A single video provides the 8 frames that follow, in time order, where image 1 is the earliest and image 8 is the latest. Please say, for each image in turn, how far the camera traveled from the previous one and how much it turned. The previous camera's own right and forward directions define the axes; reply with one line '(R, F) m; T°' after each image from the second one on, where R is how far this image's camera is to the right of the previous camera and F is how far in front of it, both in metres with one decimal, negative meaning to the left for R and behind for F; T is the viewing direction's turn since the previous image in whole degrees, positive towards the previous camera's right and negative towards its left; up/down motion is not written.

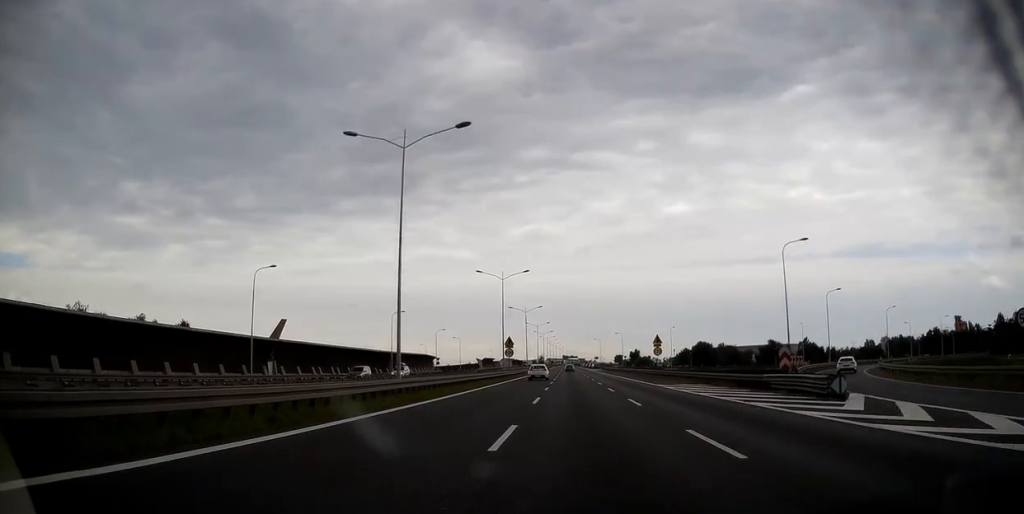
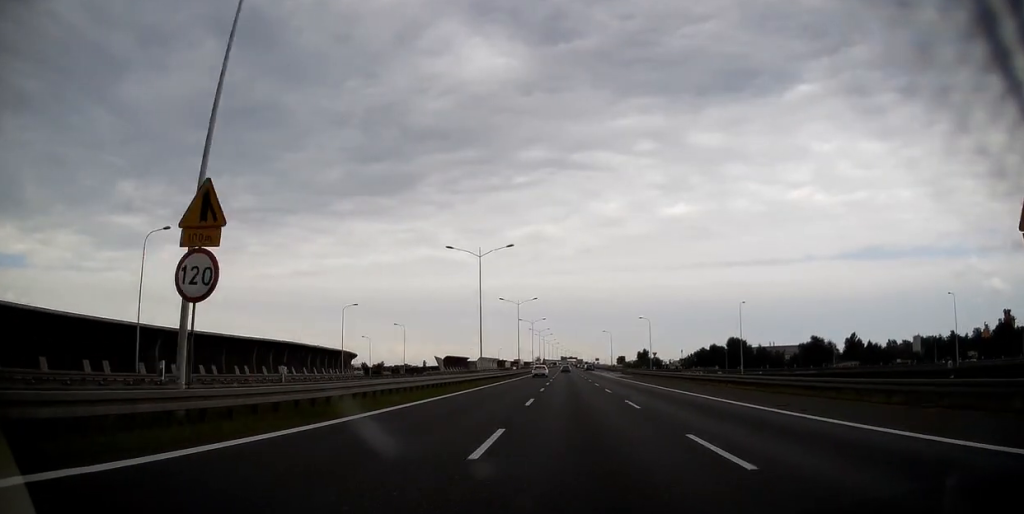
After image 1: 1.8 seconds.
(0.0, +61.1) m; 0°
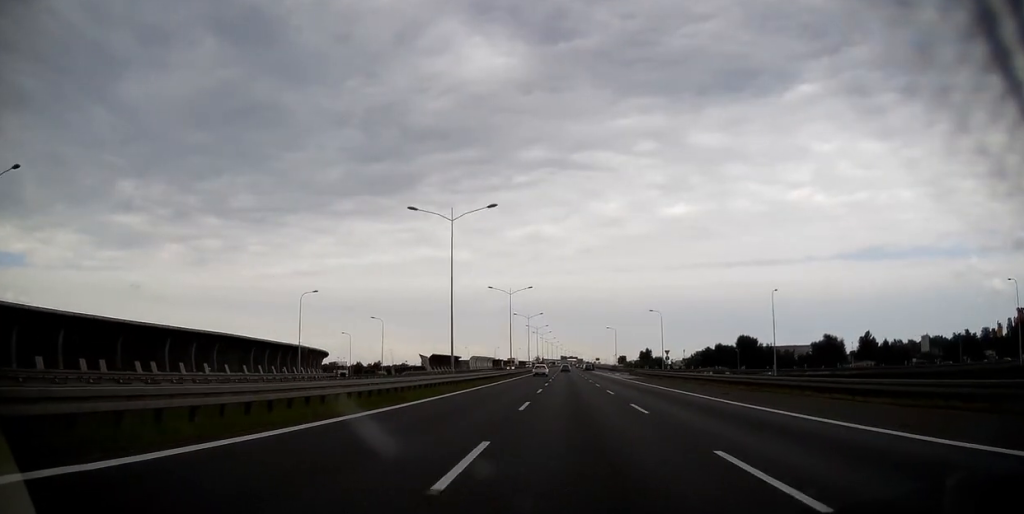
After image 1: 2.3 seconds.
(+0.1, +14.3) m; 0°
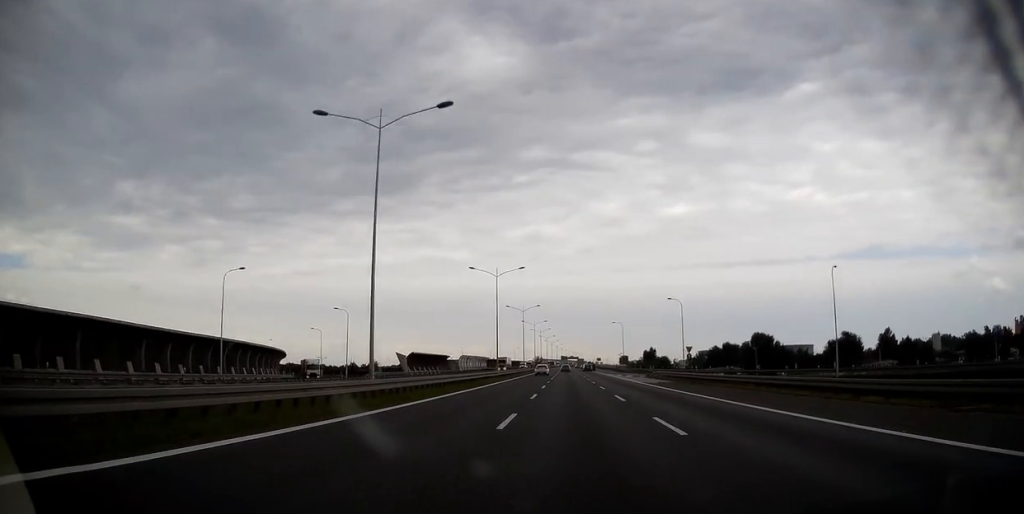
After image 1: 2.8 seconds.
(+0.1, +17.6) m; 0°
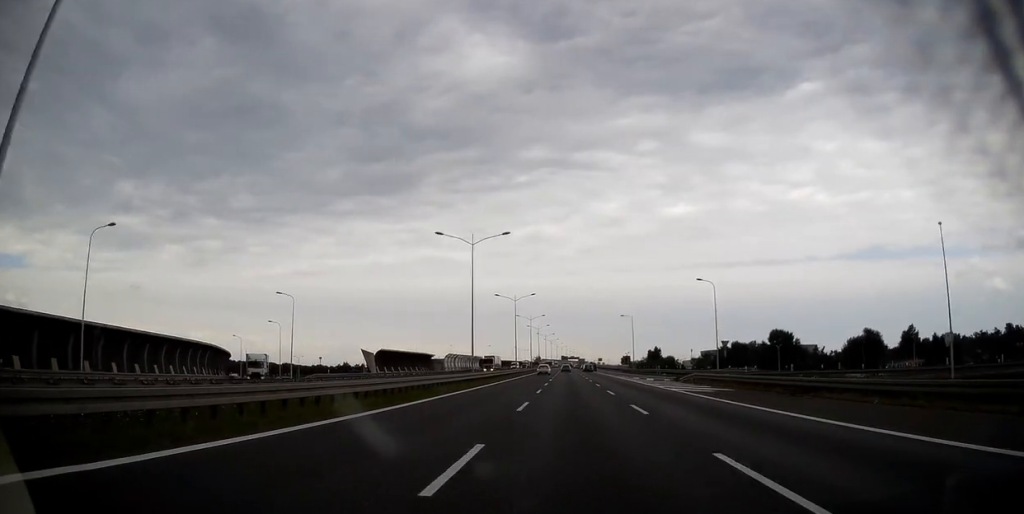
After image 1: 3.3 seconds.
(-0.1, +17.6) m; 0°
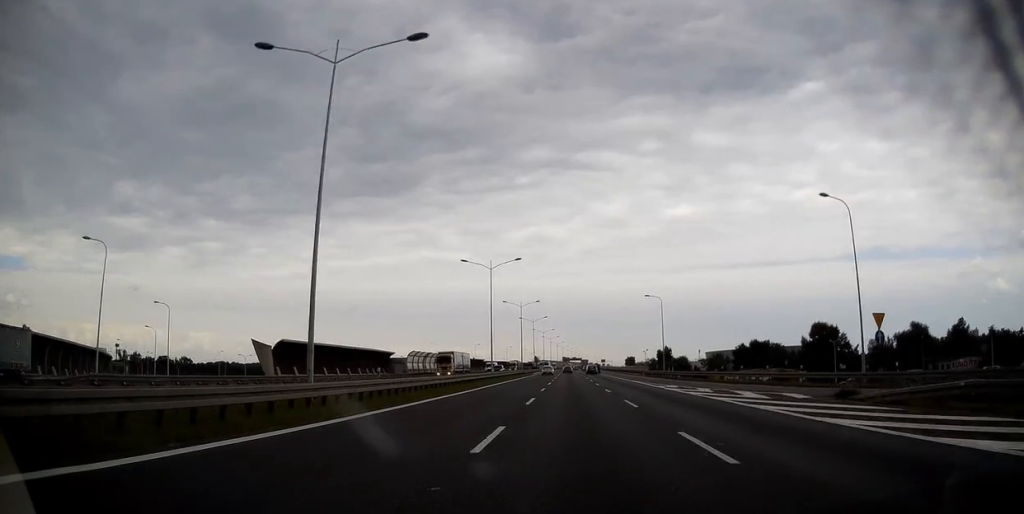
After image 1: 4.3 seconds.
(0.0, +32.8) m; 0°
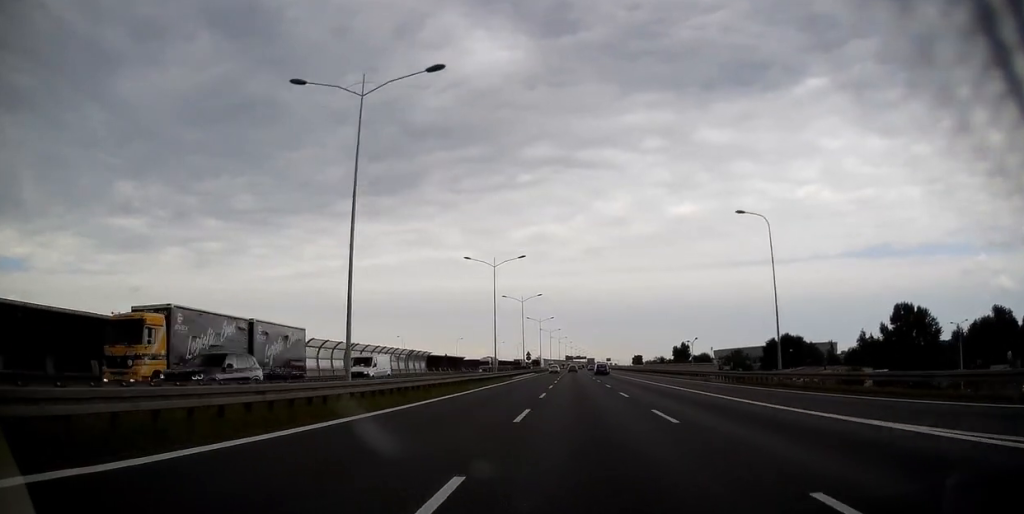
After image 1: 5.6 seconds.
(0.0, +42.3) m; 0°
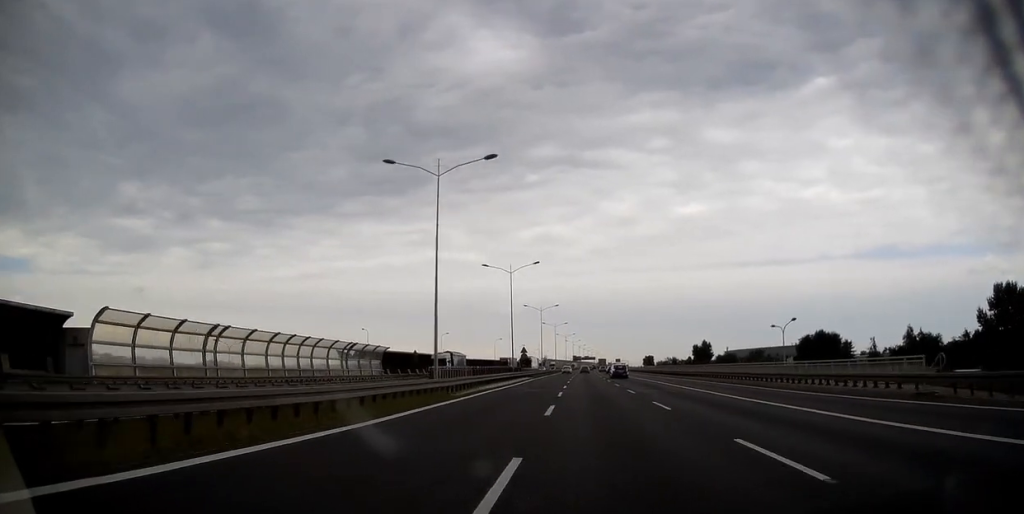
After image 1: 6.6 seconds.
(-0.2, +31.2) m; 0°
